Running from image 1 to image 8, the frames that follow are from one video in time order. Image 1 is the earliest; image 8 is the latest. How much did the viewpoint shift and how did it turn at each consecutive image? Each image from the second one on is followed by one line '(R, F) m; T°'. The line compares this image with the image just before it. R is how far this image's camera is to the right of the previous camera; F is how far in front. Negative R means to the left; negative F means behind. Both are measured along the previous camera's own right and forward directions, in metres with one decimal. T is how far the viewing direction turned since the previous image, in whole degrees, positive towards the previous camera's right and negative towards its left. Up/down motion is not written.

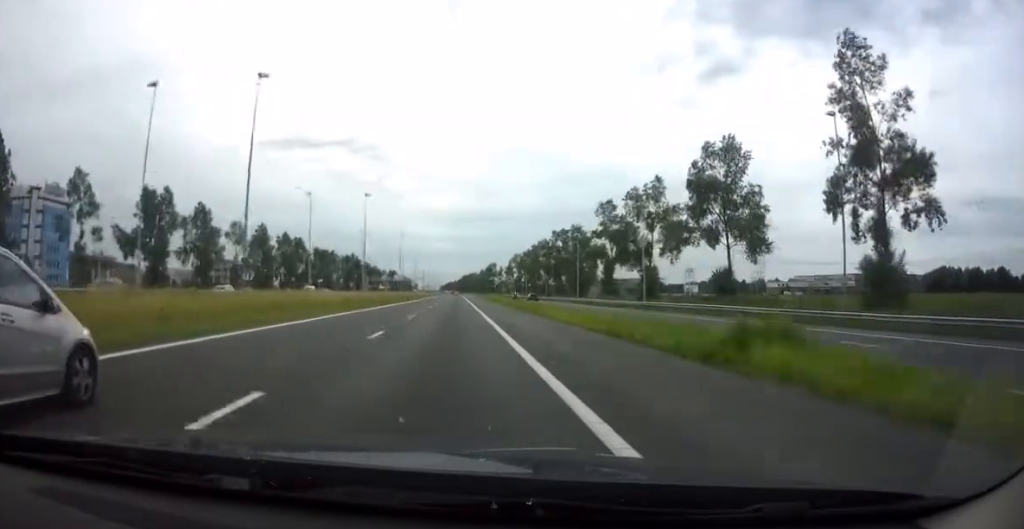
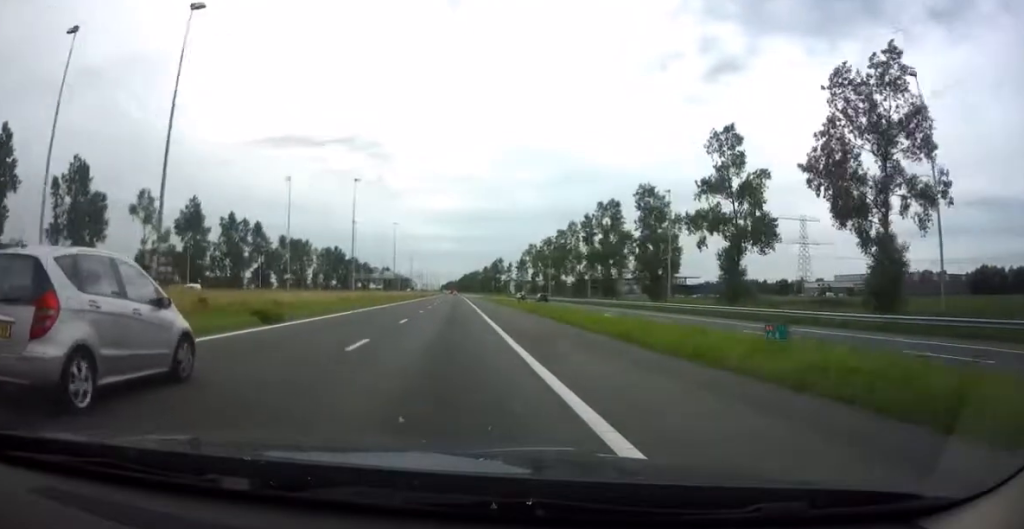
(-0.2, +51.2) m; 0°
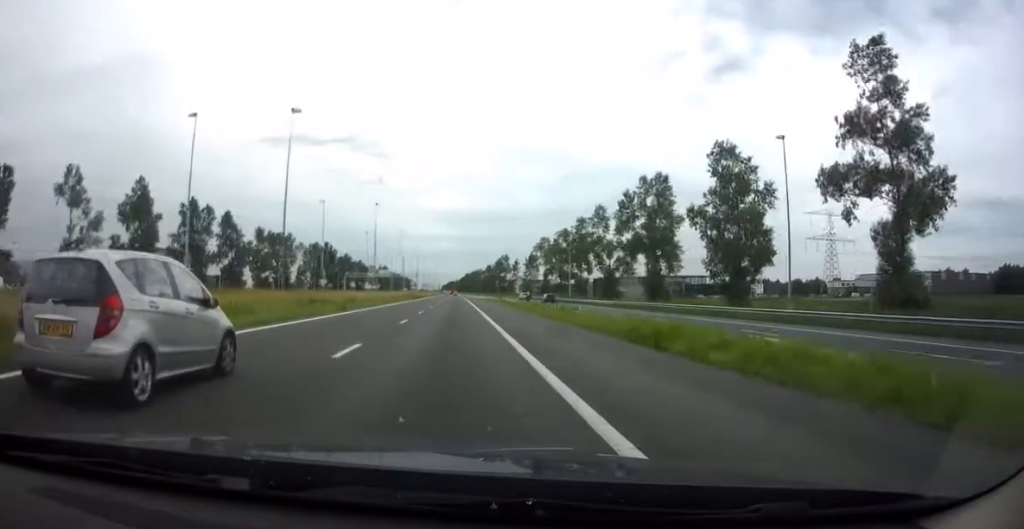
(0.0, +25.7) m; 0°
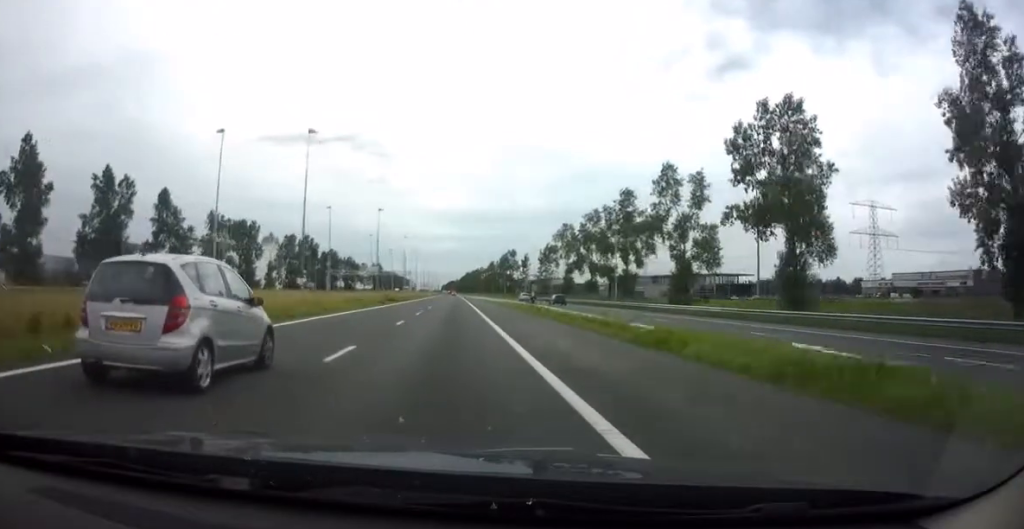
(0.0, +36.7) m; 0°
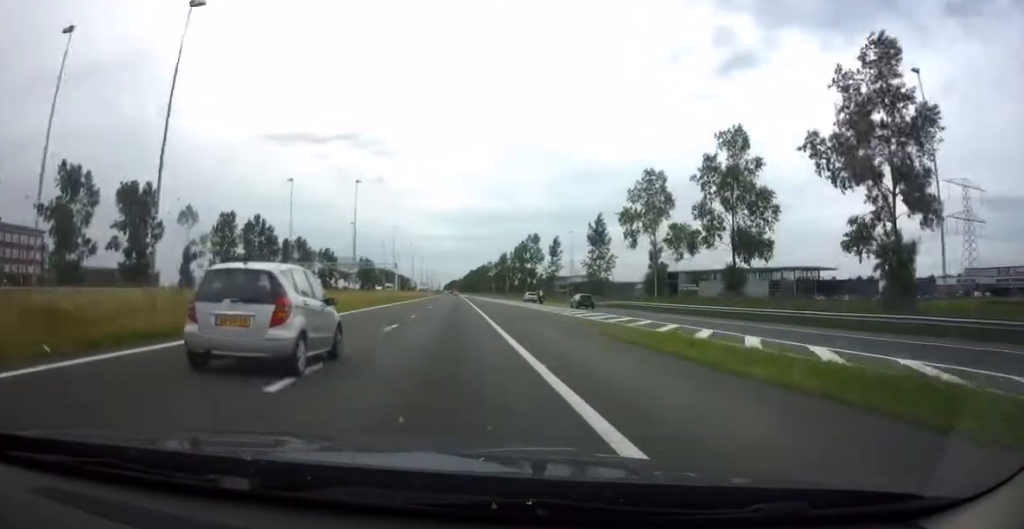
(-0.2, +63.9) m; 0°
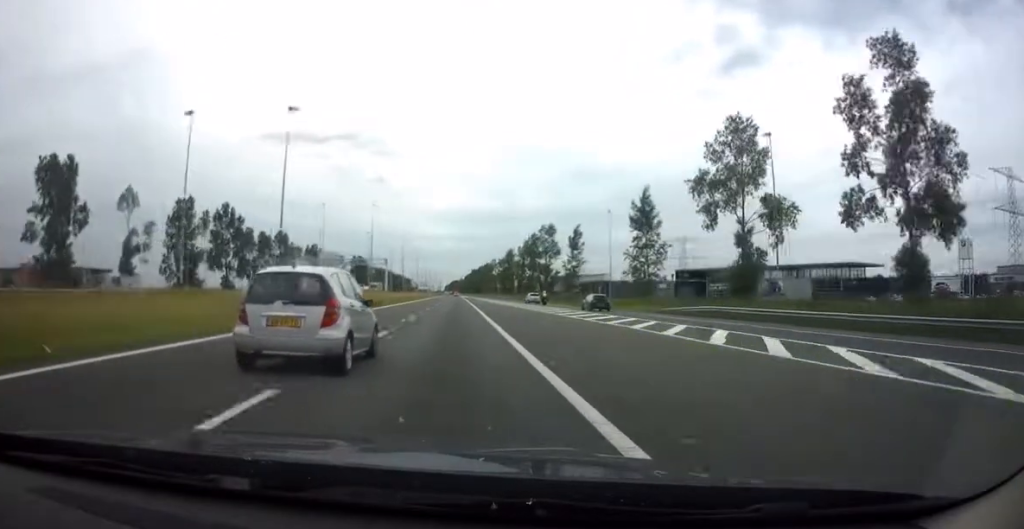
(+0.1, +27.0) m; 0°
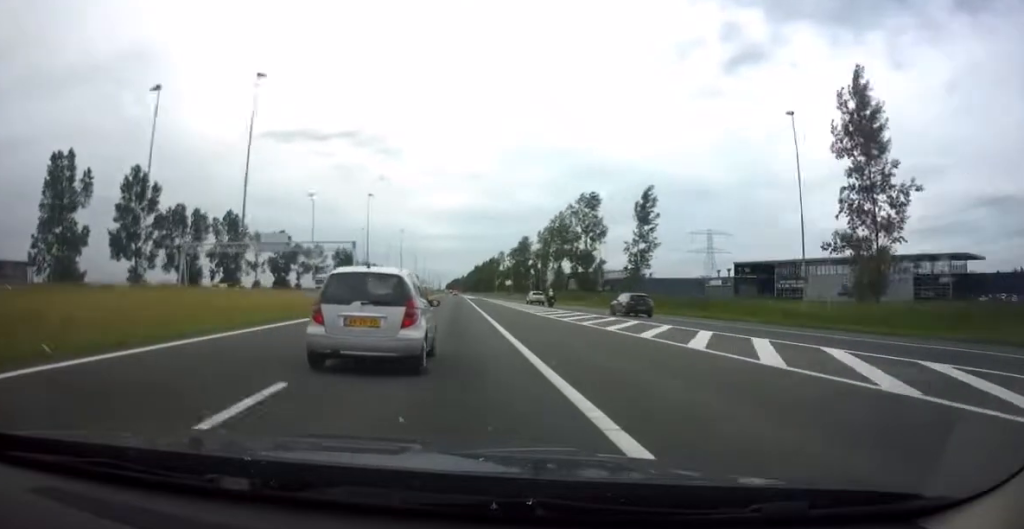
(-0.3, +48.1) m; -1°
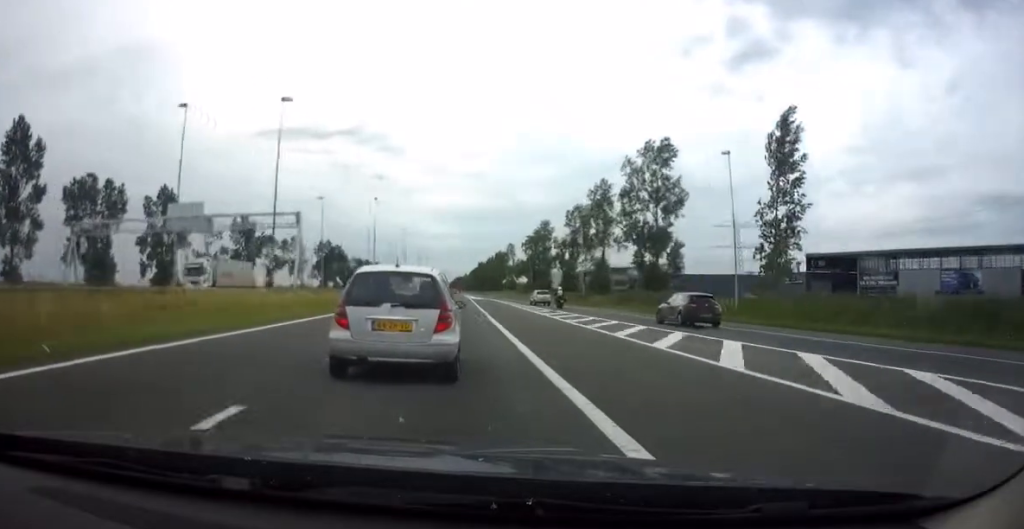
(0.0, +38.4) m; -1°
